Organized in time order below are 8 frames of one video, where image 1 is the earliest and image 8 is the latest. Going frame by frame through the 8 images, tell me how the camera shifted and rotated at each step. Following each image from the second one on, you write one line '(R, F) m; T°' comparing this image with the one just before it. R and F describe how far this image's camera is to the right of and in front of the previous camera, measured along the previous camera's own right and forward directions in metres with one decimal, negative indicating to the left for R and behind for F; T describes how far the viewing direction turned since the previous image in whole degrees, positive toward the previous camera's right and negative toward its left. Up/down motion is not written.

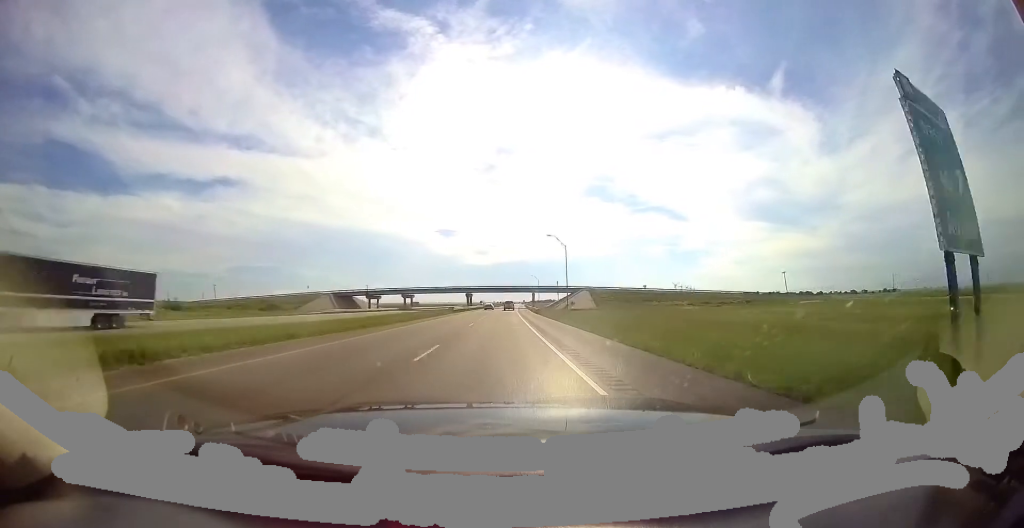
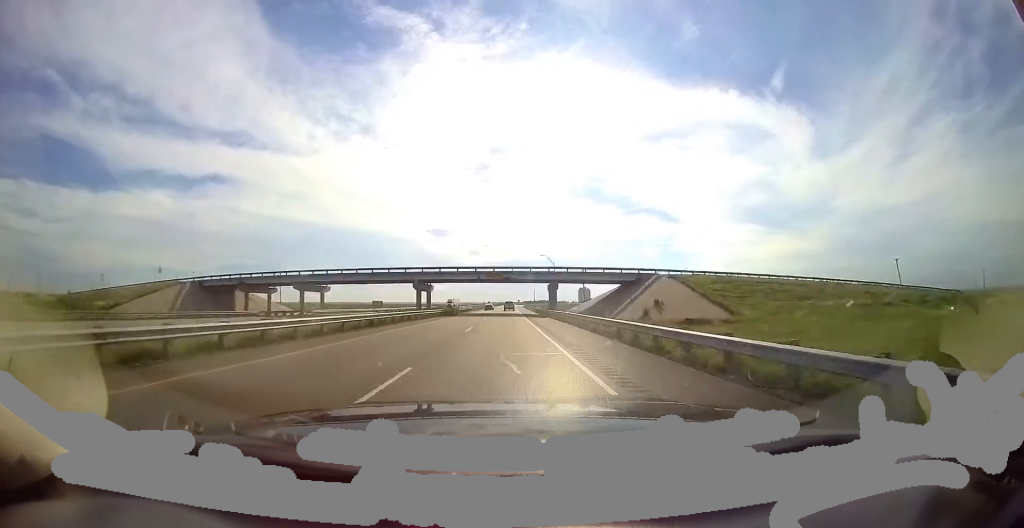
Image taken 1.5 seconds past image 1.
(+0.8, +53.4) m; +1°
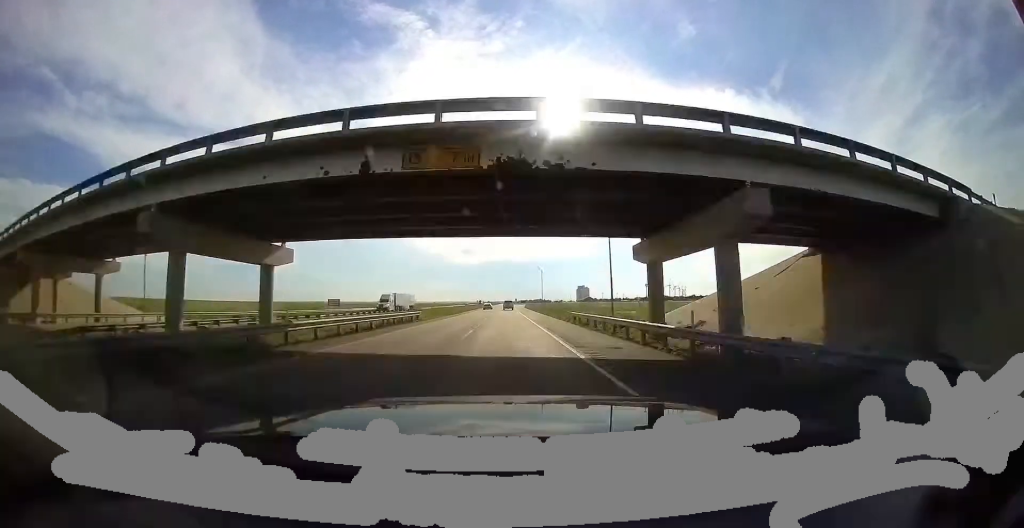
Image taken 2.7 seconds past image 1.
(+0.5, +39.6) m; +1°
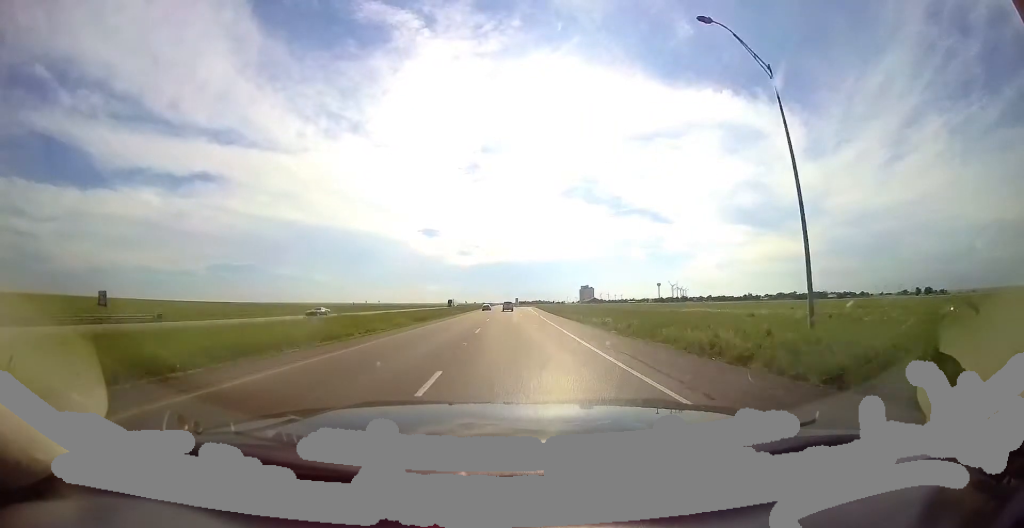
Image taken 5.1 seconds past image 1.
(+1.3, +84.1) m; +1°
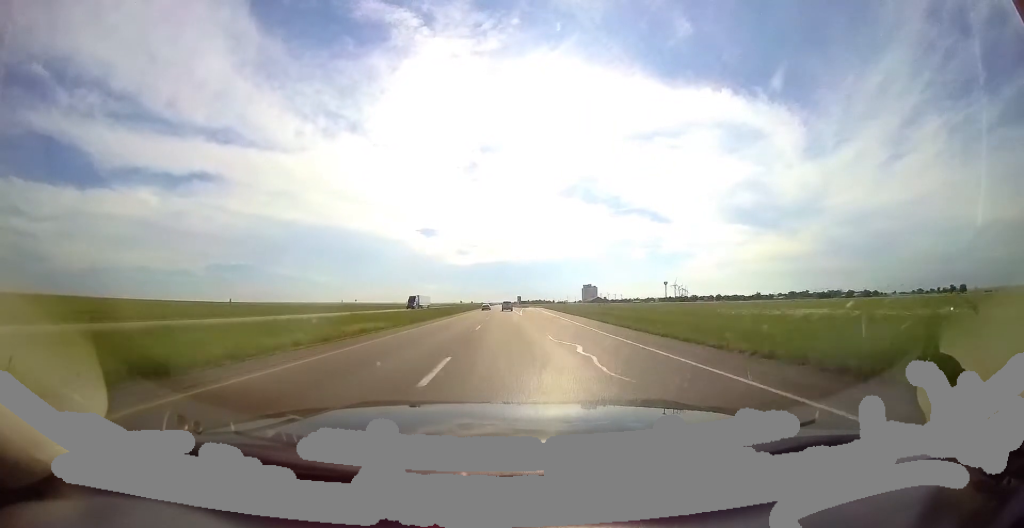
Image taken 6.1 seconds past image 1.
(+0.3, +35.2) m; 0°
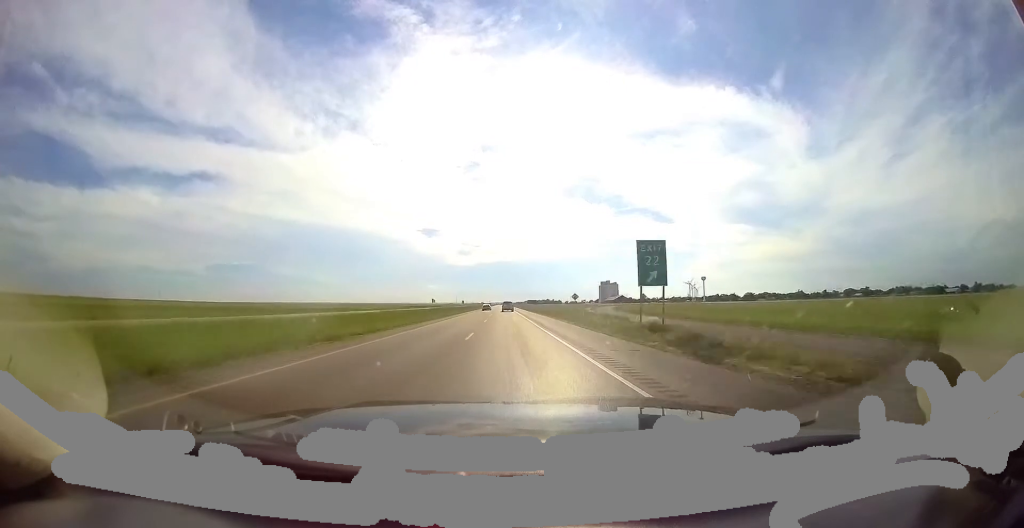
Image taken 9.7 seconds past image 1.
(-0.1, +127.5) m; 0°
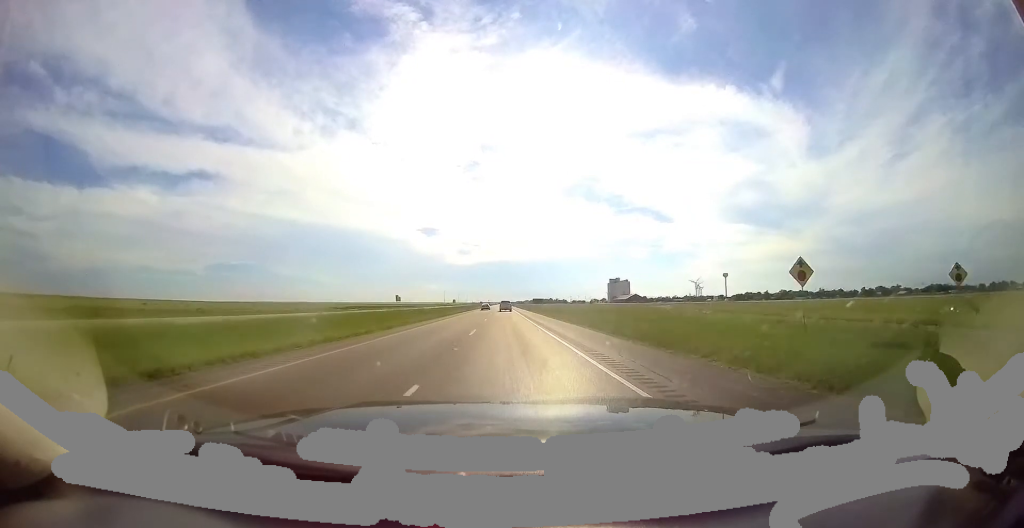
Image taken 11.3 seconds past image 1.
(-0.2, +59.3) m; 0°
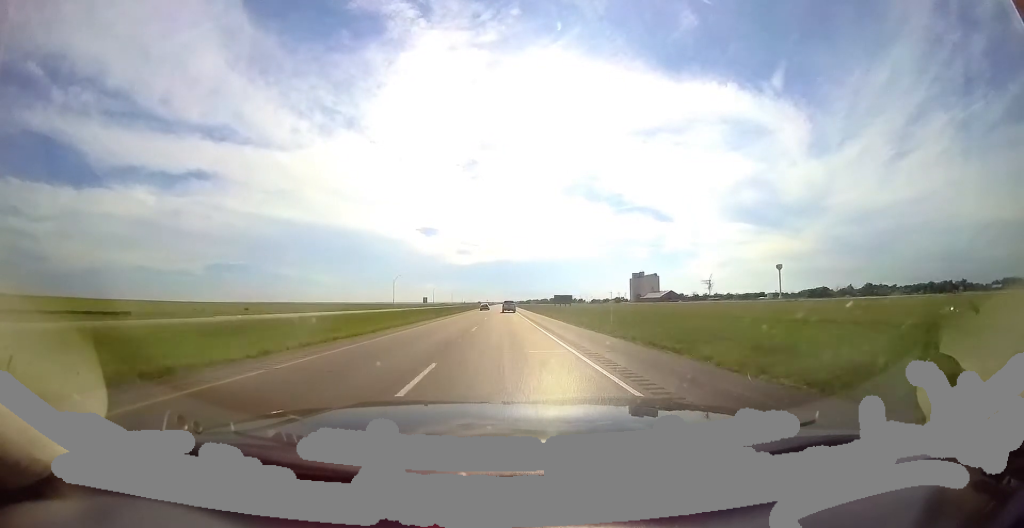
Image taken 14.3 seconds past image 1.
(+0.2, +107.3) m; -1°
